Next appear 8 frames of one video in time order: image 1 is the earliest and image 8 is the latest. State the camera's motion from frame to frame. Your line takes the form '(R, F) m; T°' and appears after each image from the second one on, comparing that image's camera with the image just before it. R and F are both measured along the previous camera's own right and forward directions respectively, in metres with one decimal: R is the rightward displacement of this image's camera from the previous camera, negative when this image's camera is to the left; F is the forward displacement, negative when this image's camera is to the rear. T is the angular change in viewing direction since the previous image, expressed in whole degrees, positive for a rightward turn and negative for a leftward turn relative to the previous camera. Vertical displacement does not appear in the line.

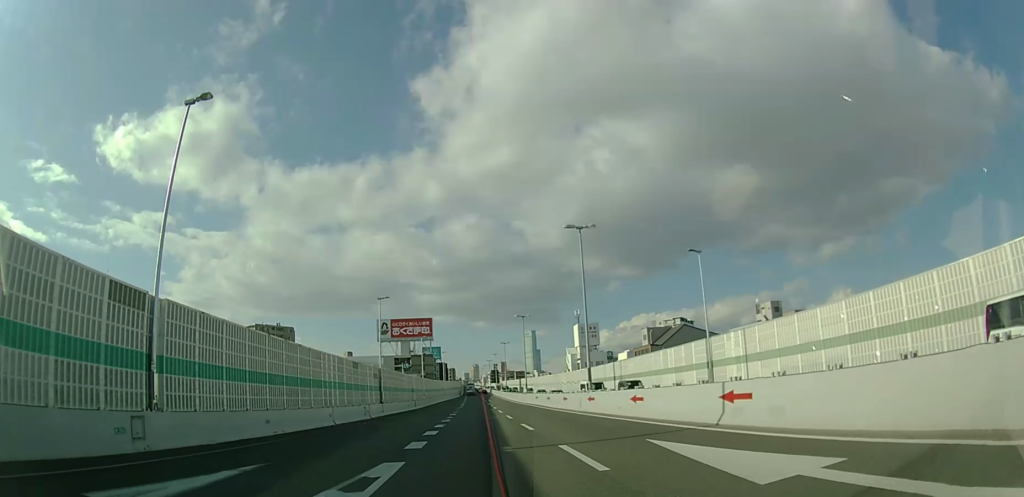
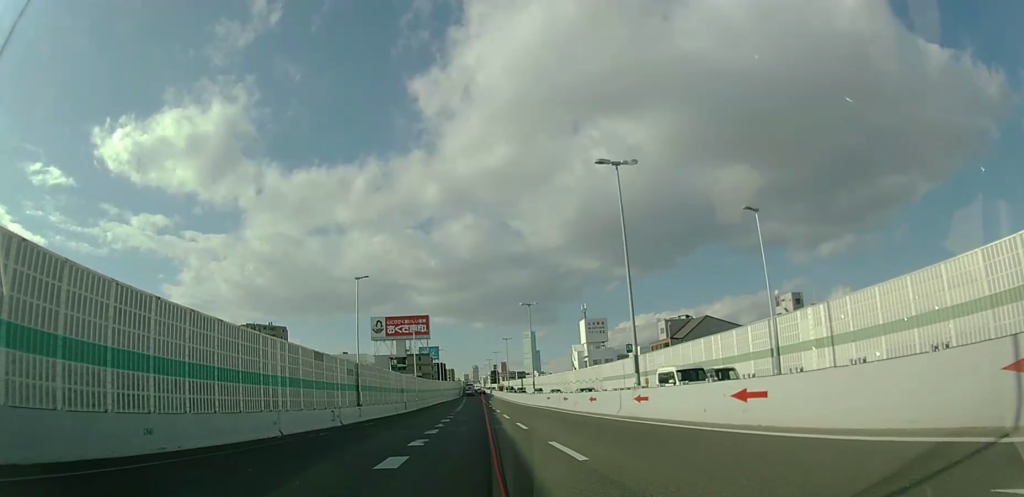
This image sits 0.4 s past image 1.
(0.0, +8.7) m; 0°
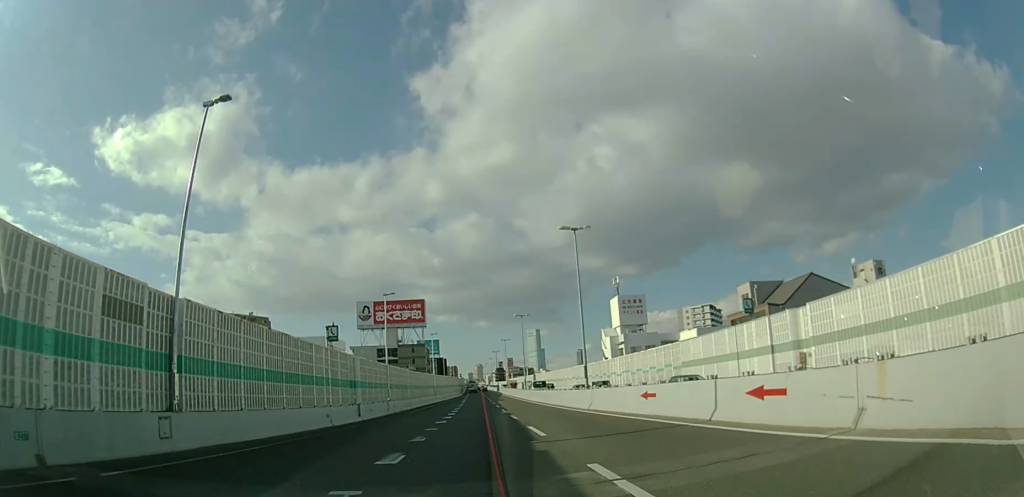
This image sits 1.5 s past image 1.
(-0.1, +24.7) m; 0°
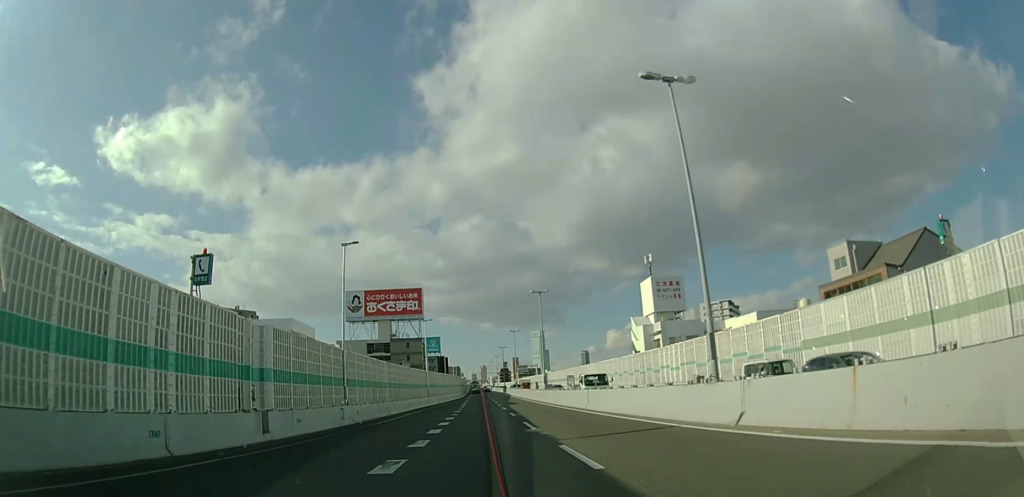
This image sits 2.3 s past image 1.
(+0.1, +16.1) m; 0°
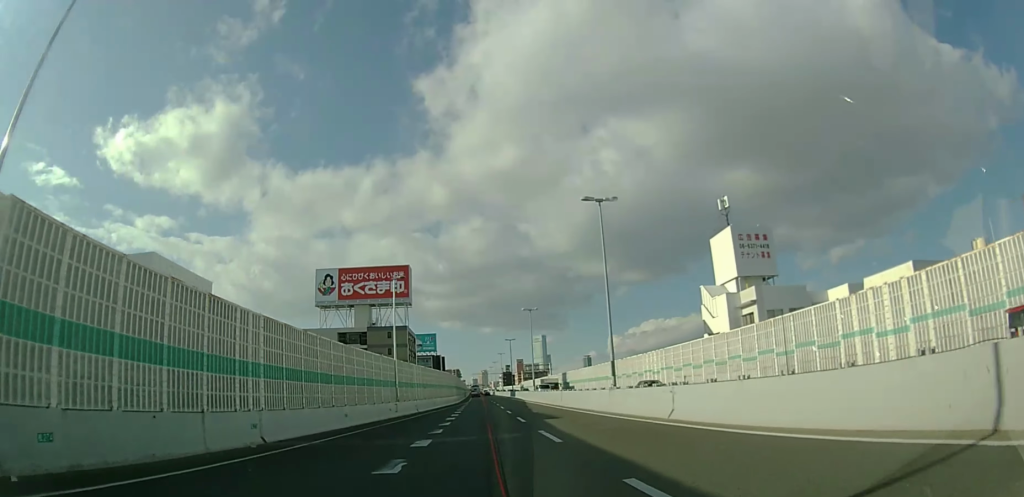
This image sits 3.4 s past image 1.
(0.0, +25.1) m; 0°
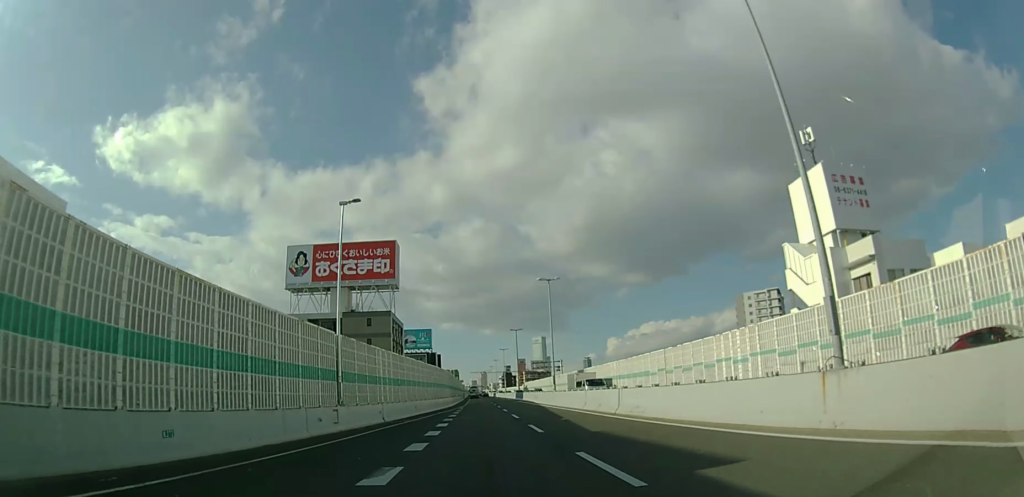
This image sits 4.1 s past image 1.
(+0.2, +16.4) m; 0°
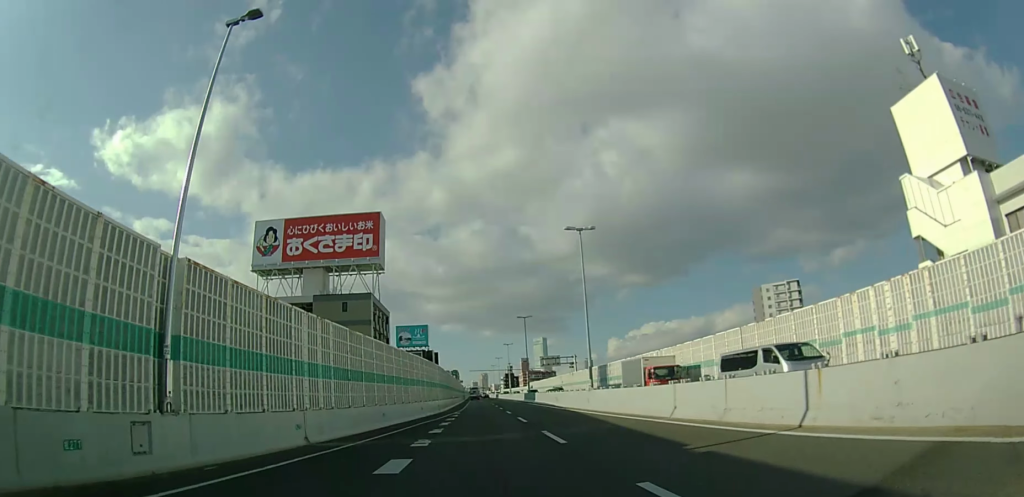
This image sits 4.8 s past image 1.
(-0.1, +14.1) m; -1°
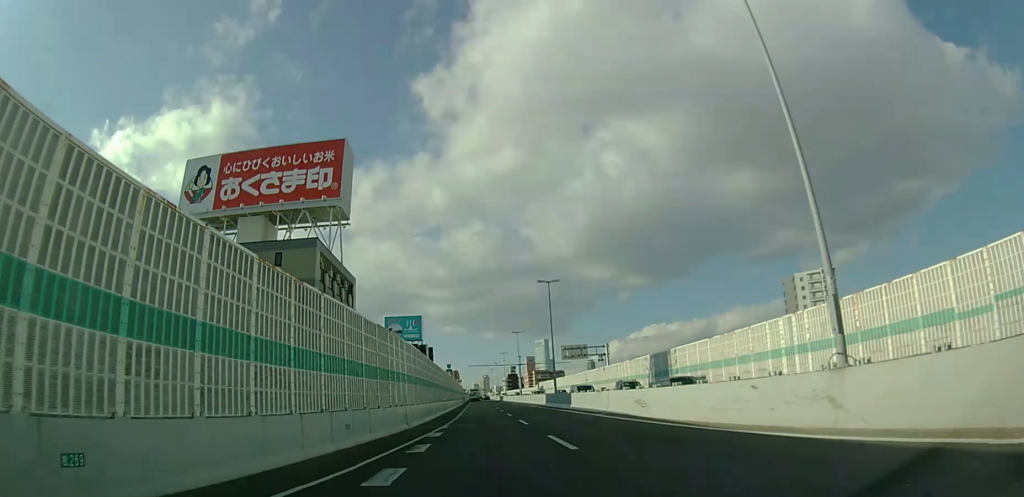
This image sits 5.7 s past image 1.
(-0.2, +20.8) m; 0°
